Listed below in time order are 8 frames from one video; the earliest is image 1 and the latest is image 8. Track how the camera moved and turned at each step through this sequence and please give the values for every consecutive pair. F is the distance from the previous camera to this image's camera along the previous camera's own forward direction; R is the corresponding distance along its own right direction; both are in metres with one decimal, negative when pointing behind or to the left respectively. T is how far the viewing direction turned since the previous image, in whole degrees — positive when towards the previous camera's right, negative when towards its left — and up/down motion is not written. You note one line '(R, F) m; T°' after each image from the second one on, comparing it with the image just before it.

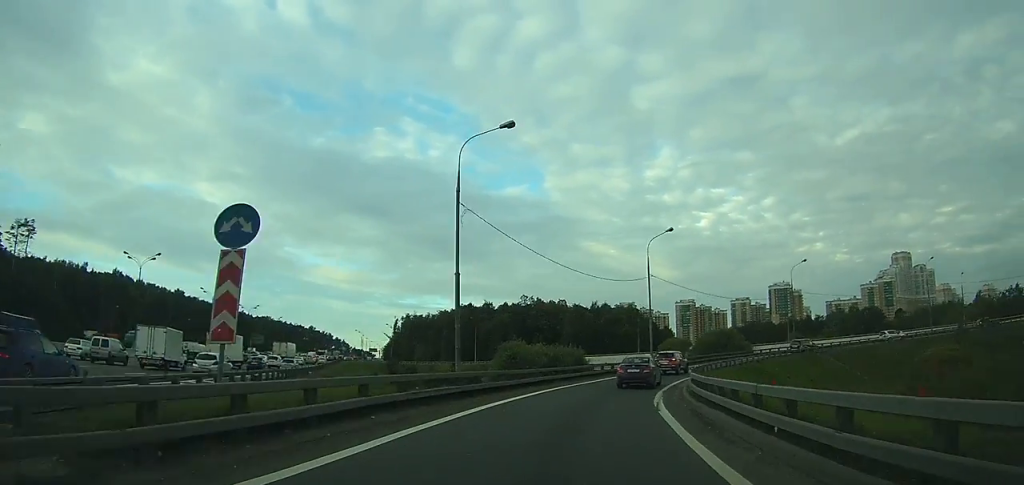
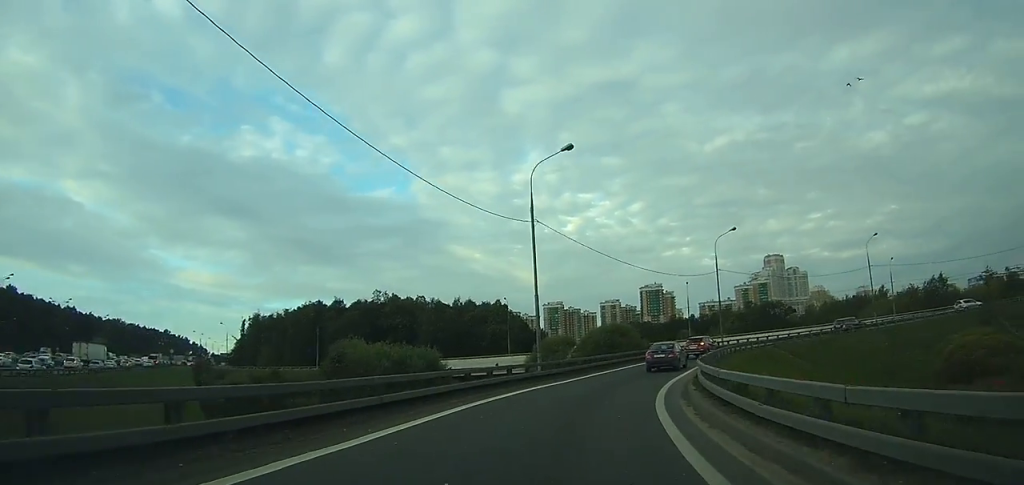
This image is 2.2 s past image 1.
(+1.9, +20.2) m; +11°
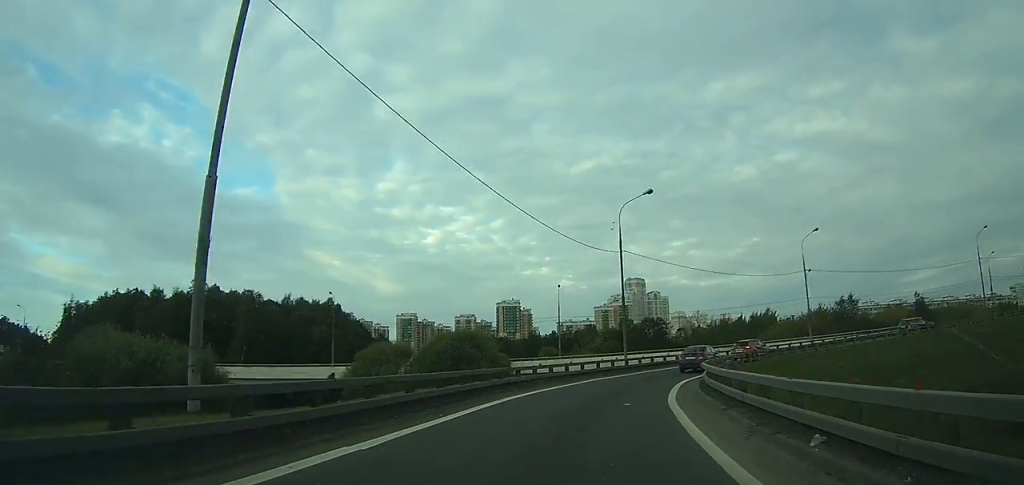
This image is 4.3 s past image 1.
(+1.9, +20.0) m; +11°
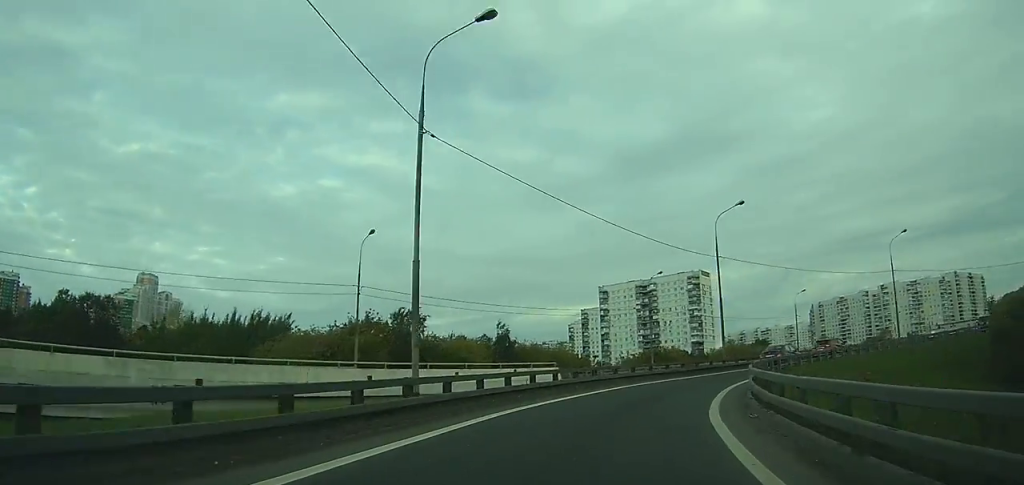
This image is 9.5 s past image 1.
(+15.7, +47.5) m; +44°
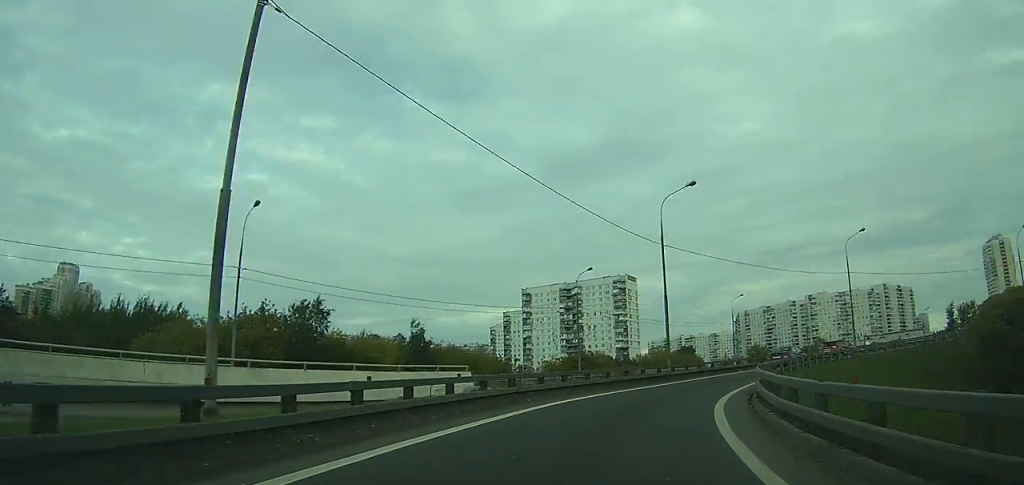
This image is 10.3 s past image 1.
(0.0, +7.6) m; +10°
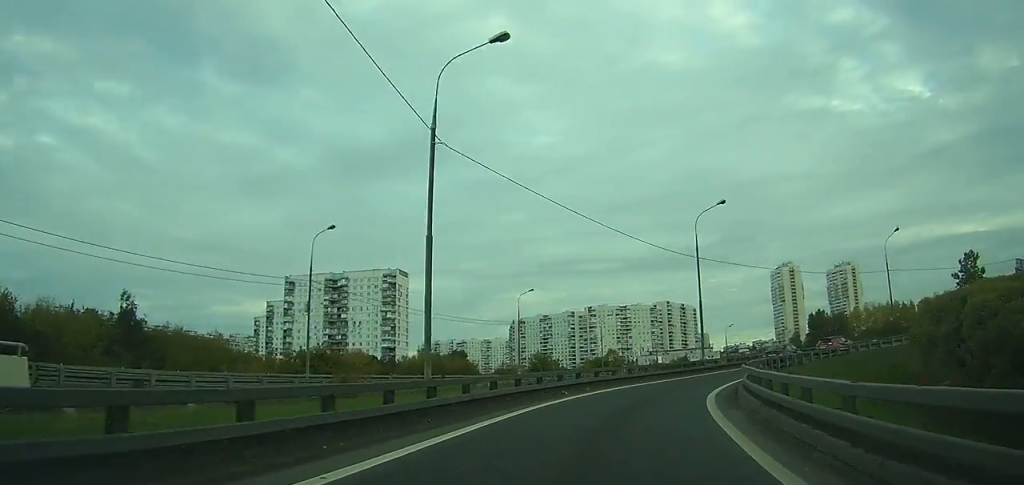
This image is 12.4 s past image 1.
(+4.5, +18.7) m; +24°
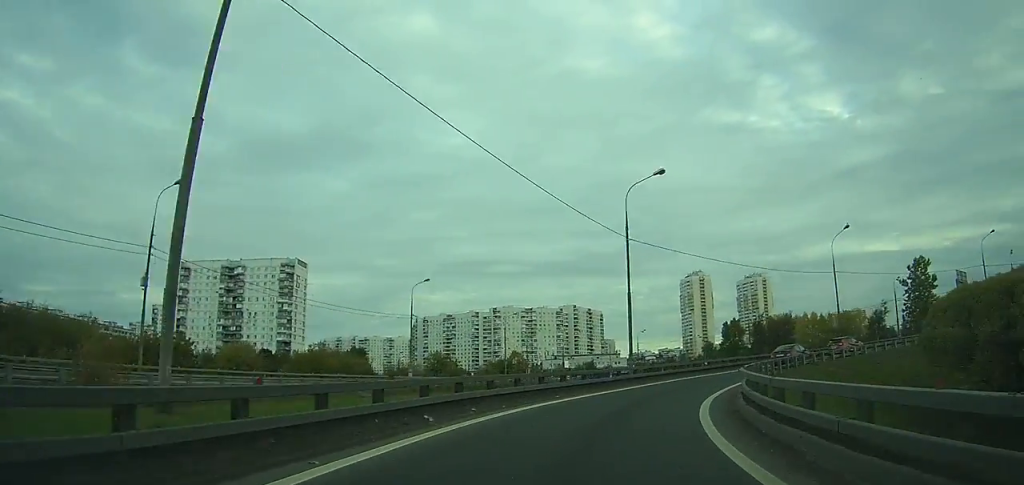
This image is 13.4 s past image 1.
(+1.2, +8.6) m; +8°
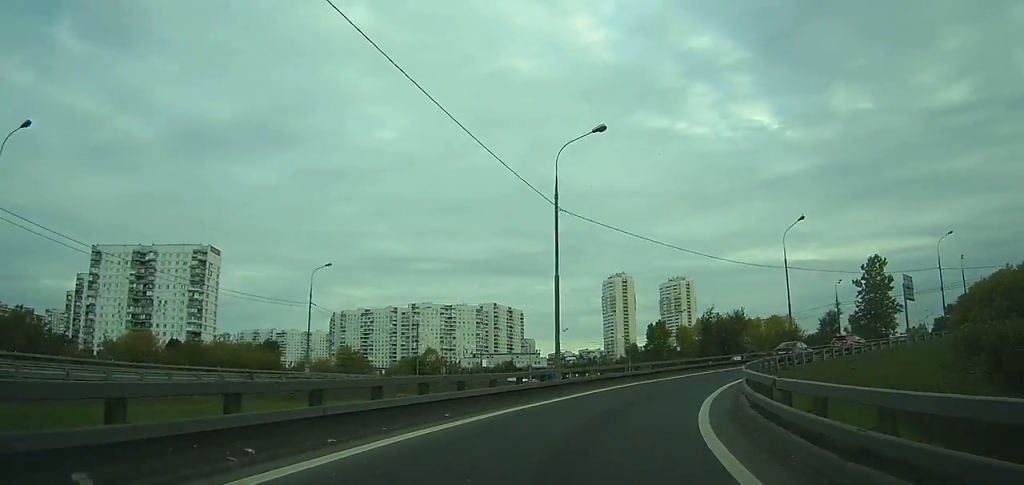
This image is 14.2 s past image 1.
(+0.1, +7.0) m; +6°
